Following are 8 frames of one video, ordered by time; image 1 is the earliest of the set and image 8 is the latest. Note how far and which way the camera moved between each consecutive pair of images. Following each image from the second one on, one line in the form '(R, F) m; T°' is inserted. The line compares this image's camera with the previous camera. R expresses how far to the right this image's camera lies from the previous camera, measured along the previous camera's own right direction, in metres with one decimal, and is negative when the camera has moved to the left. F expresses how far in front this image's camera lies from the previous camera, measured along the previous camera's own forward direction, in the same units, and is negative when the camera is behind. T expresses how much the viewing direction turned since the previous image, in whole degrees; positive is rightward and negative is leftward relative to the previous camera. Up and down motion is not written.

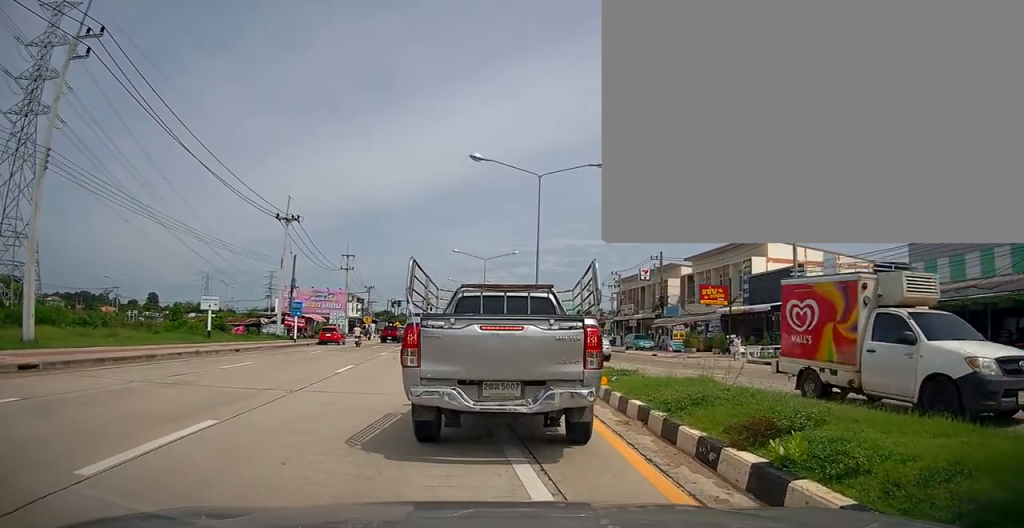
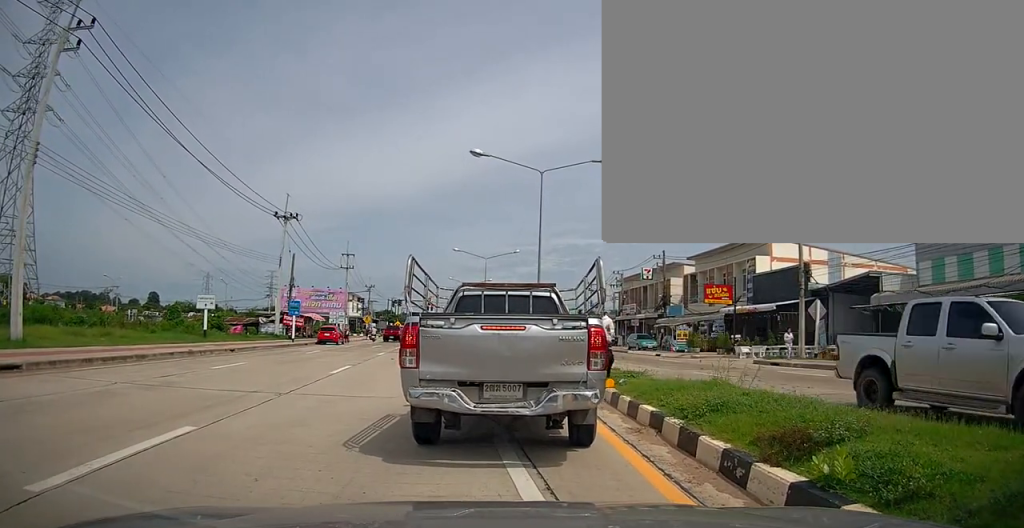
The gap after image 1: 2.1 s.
(+0.1, +1.2) m; 0°
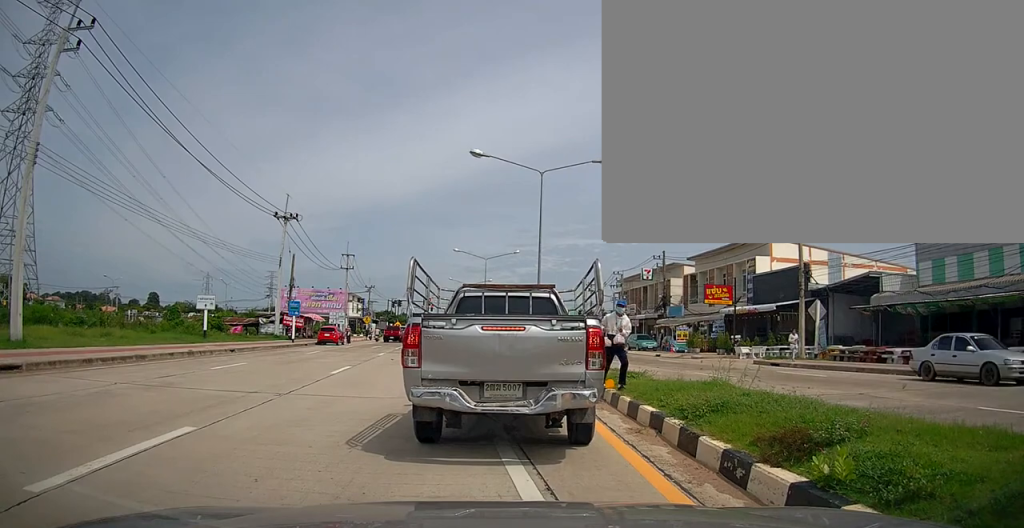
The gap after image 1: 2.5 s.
(0.0, 0.0) m; 0°
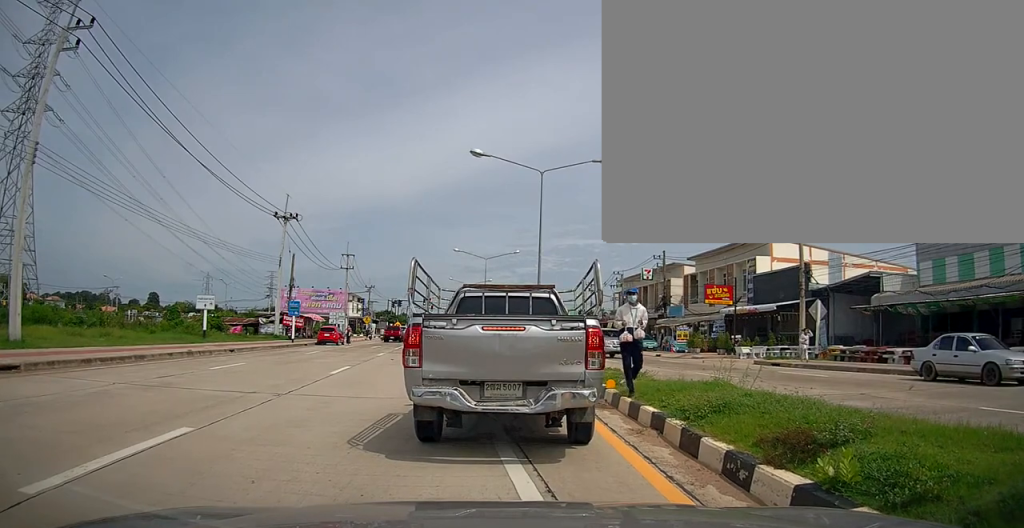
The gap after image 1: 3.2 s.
(0.0, 0.0) m; 0°
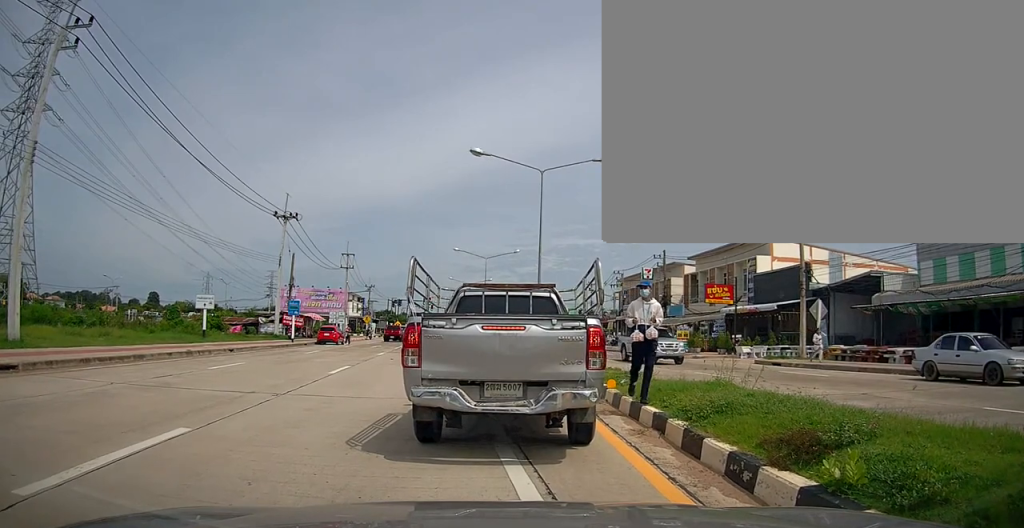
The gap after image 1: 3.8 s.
(0.0, 0.0) m; 0°
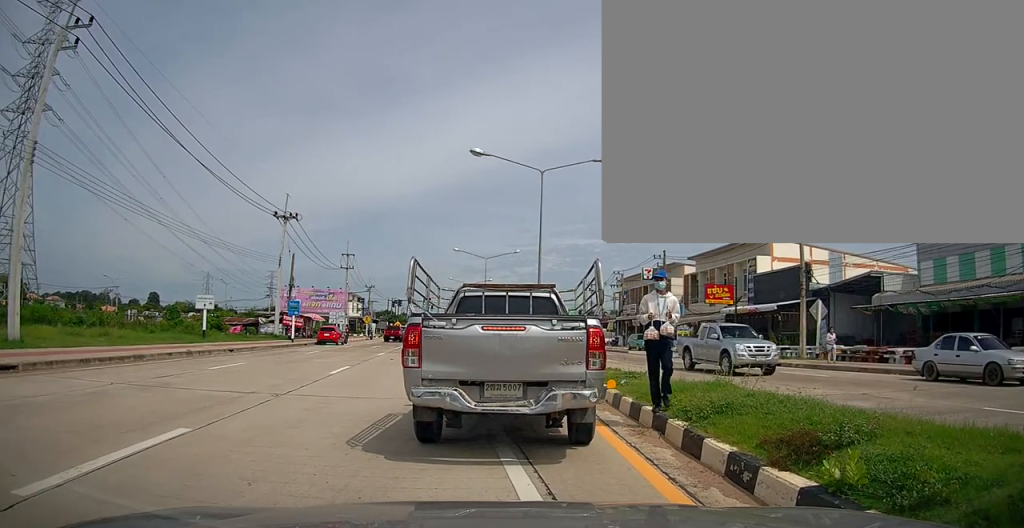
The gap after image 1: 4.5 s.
(0.0, 0.0) m; 0°
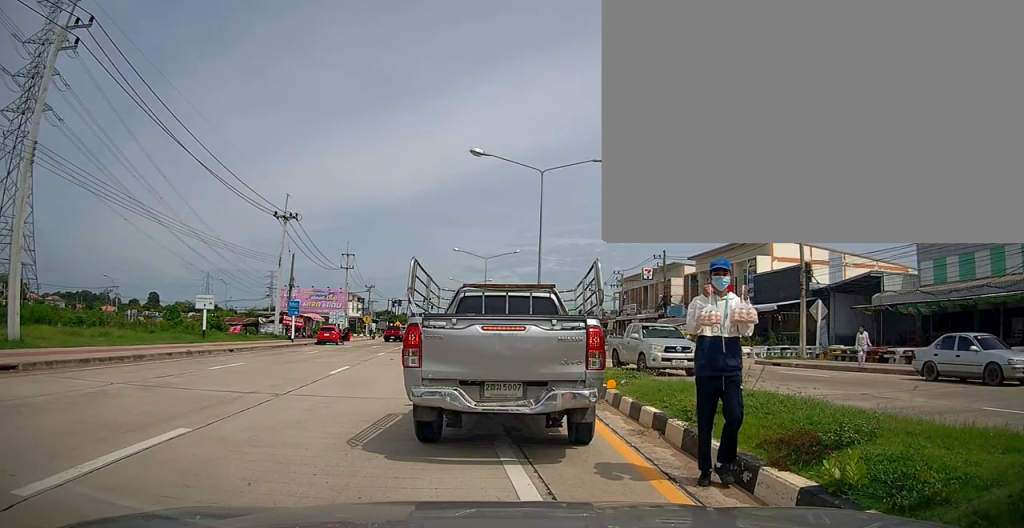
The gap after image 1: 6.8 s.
(0.0, 0.0) m; 0°
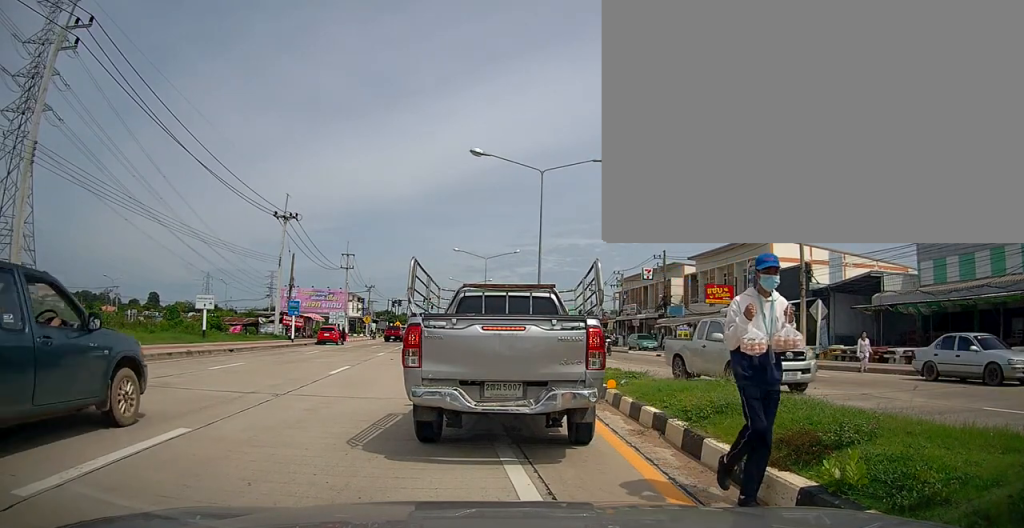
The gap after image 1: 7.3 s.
(0.0, 0.0) m; 0°
